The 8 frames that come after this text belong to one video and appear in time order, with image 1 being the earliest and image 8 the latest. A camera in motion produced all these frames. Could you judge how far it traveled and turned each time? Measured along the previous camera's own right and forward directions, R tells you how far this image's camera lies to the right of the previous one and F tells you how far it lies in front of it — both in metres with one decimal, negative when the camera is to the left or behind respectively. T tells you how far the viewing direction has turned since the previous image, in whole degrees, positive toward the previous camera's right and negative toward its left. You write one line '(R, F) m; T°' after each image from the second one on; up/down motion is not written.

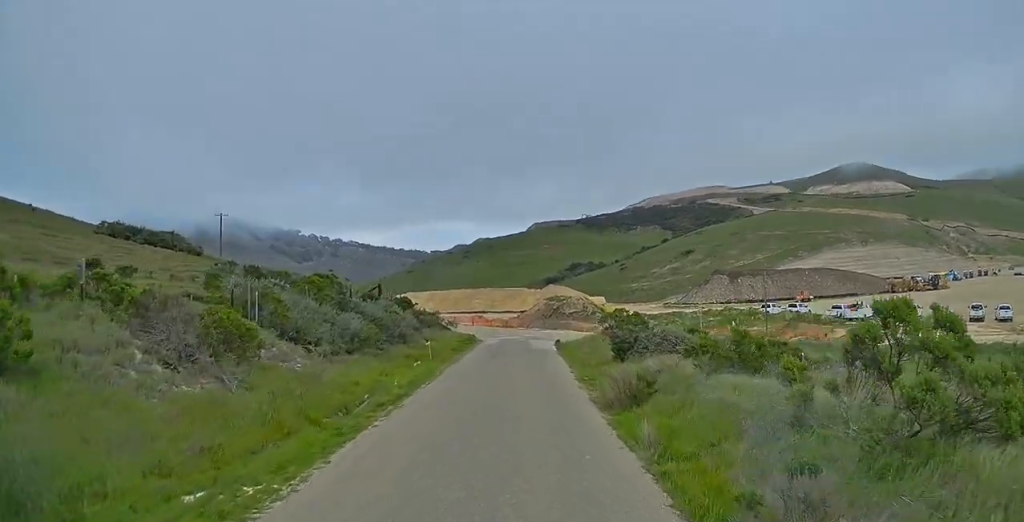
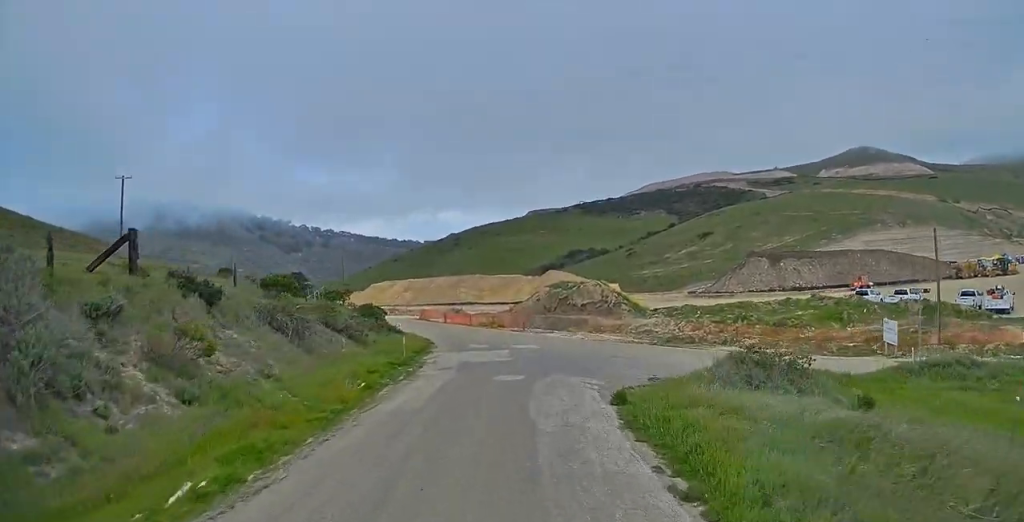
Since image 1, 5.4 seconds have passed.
(-0.4, +32.6) m; -5°
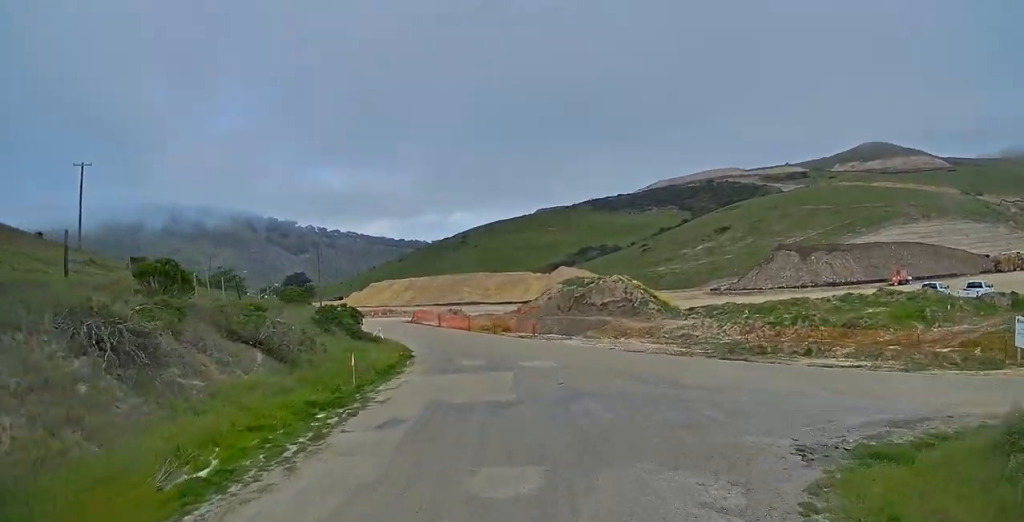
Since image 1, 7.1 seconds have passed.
(-0.3, +11.9) m; -3°
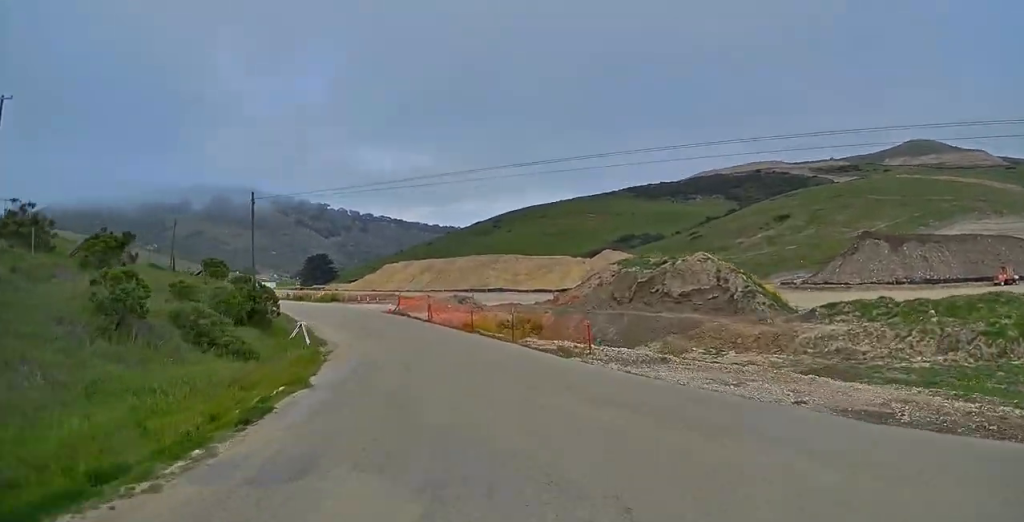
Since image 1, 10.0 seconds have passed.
(-0.5, +22.1) m; -4°
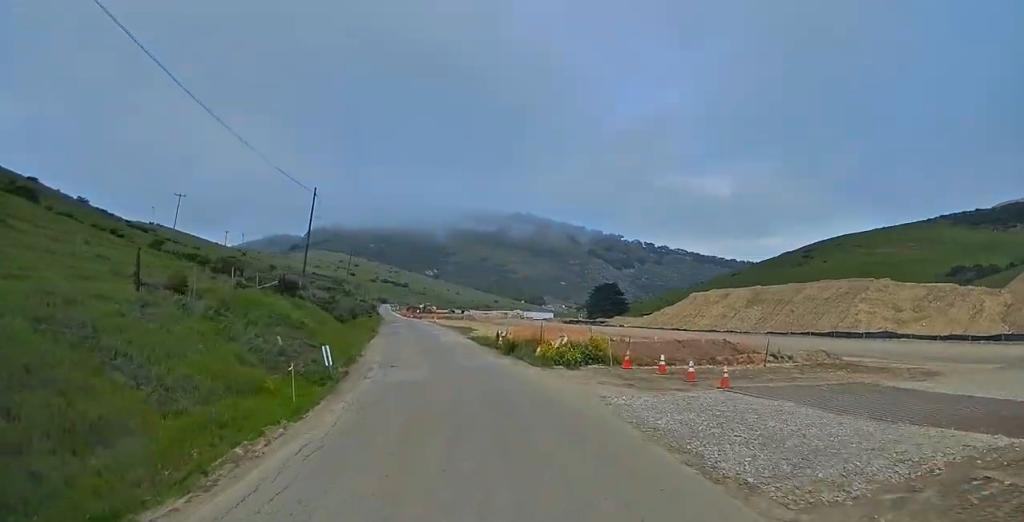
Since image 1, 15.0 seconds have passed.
(-4.2, +40.8) m; -16°
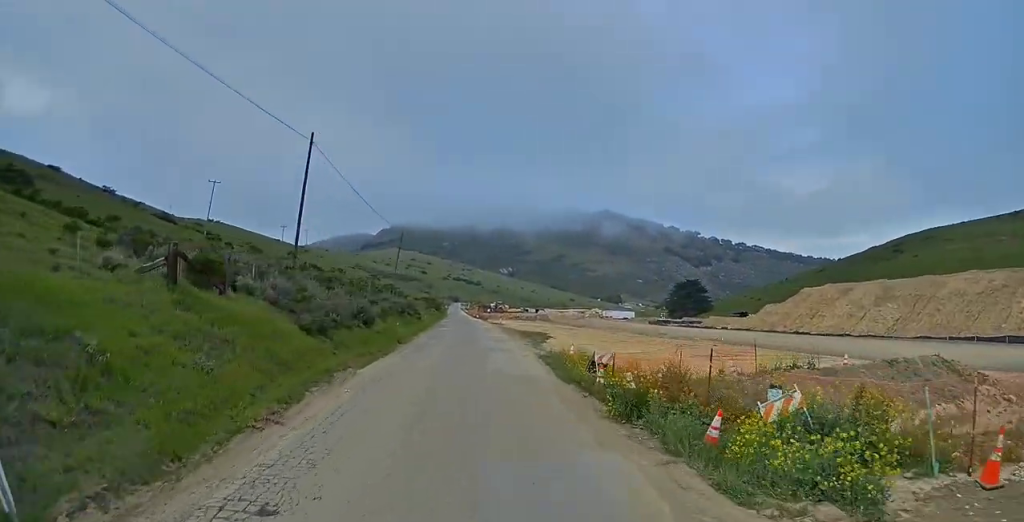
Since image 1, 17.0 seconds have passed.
(-1.6, +16.3) m; -7°
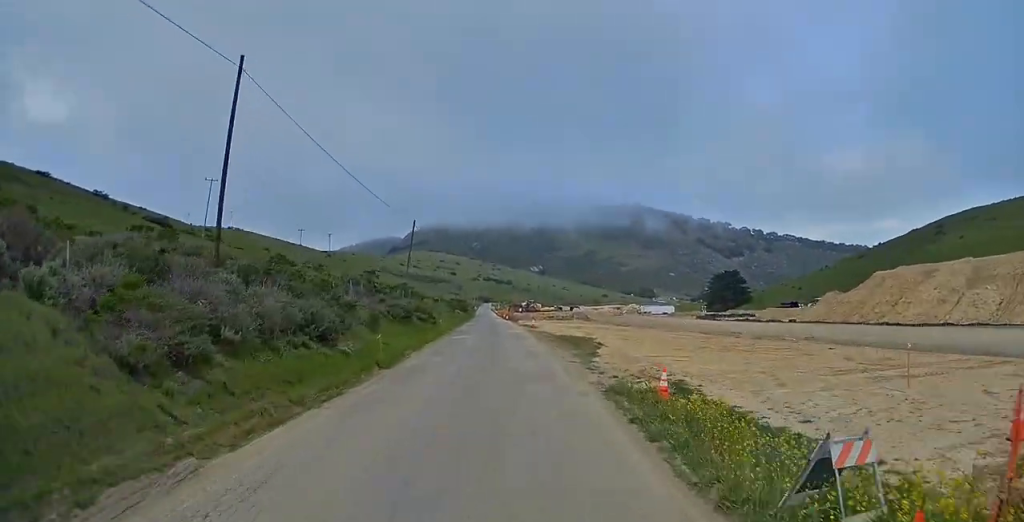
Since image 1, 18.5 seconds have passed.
(-0.6, +12.3) m; -5°
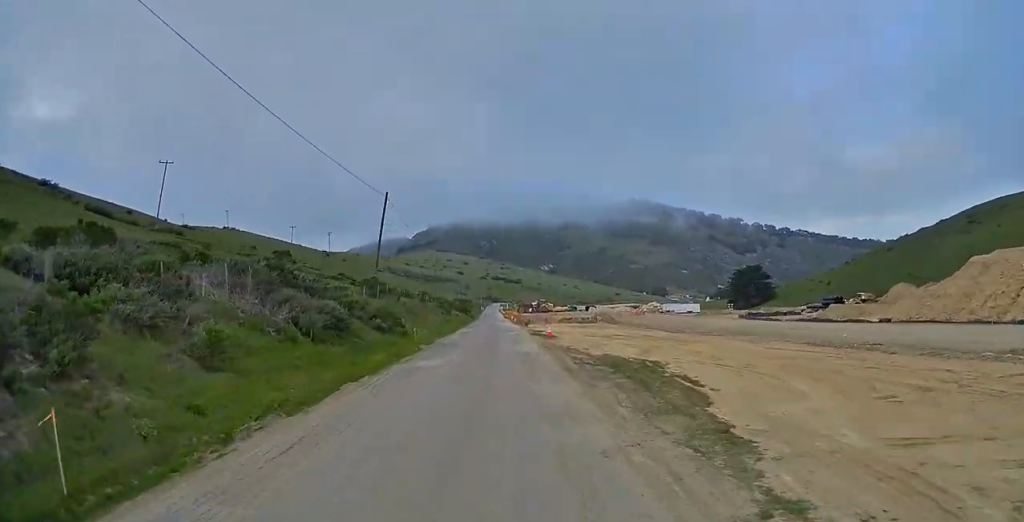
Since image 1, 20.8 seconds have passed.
(-1.0, +18.5) m; -4°
